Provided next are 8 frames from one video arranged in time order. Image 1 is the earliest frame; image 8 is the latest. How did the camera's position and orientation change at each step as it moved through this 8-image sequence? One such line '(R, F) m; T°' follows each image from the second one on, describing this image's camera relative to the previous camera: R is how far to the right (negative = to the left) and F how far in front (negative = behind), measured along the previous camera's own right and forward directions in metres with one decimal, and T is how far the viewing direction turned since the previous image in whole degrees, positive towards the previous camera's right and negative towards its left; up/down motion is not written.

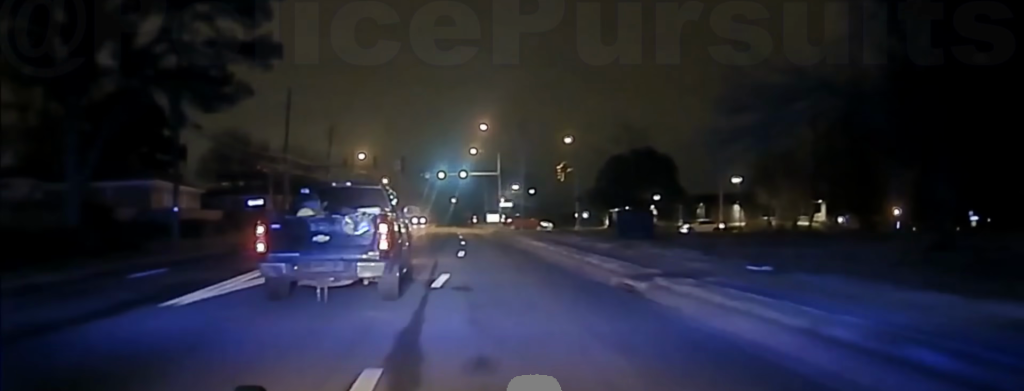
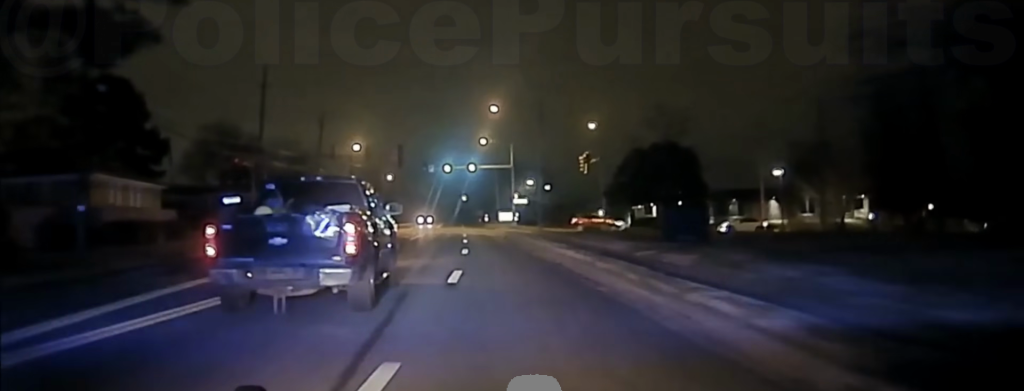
(0.0, +9.5) m; -1°
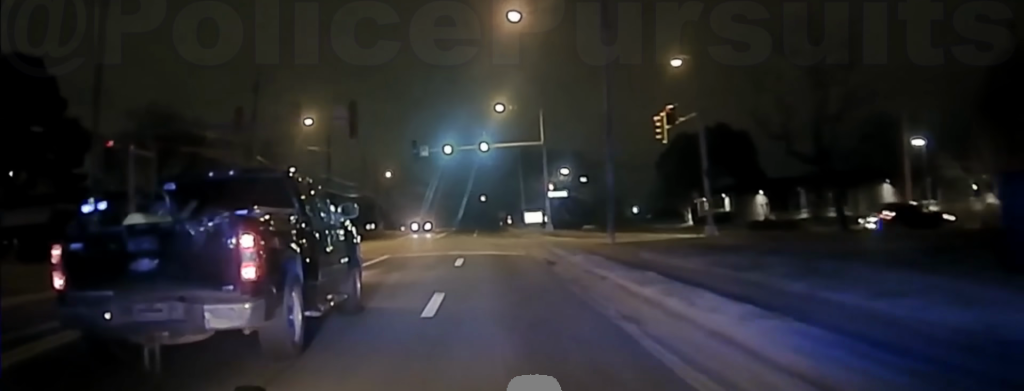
(-0.8, +26.5) m; -2°
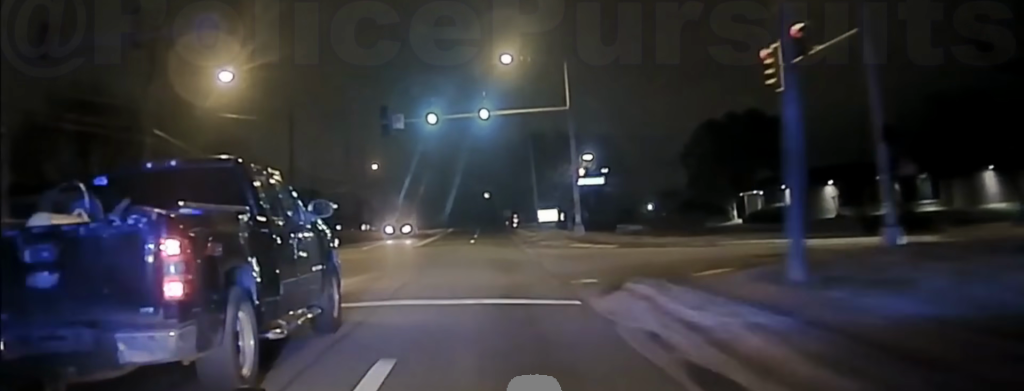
(+0.2, +20.0) m; 0°
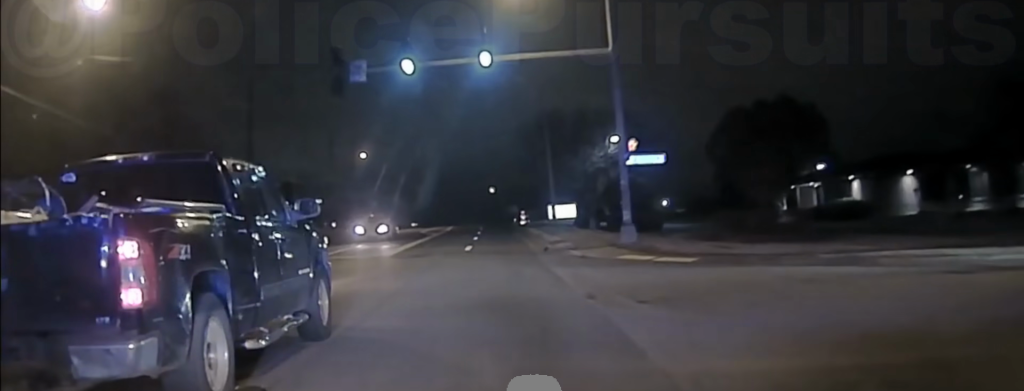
(-0.2, +15.6) m; -1°
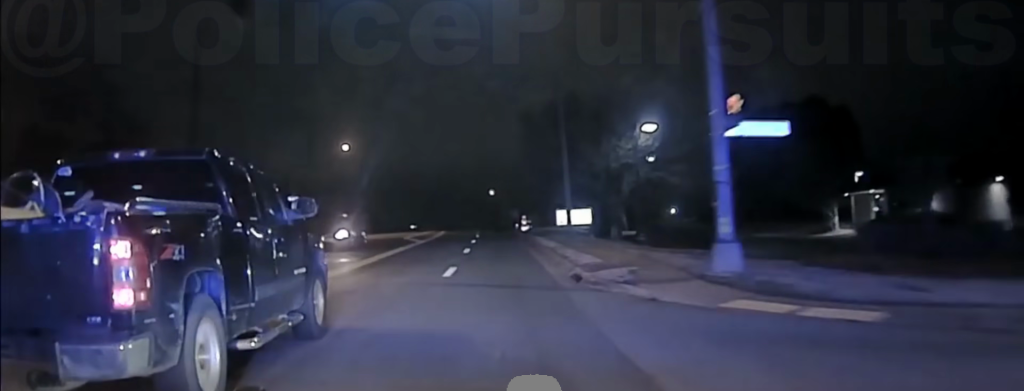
(-0.1, +13.7) m; 0°
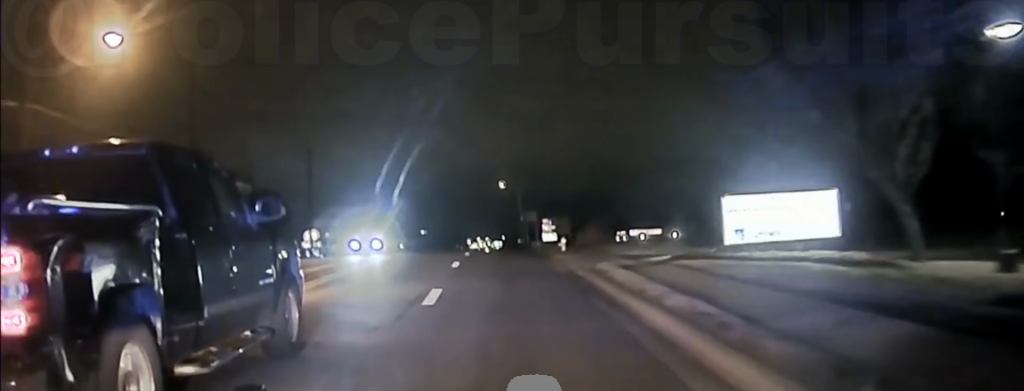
(0.0, +50.6) m; -1°
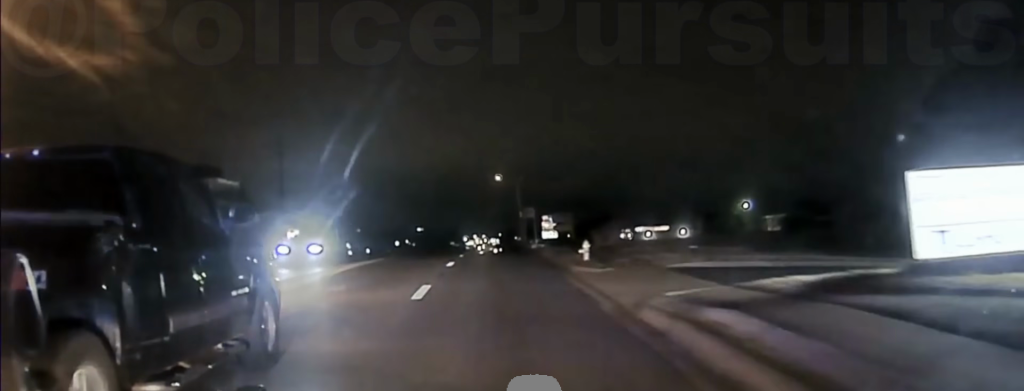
(0.0, +9.8) m; -1°
